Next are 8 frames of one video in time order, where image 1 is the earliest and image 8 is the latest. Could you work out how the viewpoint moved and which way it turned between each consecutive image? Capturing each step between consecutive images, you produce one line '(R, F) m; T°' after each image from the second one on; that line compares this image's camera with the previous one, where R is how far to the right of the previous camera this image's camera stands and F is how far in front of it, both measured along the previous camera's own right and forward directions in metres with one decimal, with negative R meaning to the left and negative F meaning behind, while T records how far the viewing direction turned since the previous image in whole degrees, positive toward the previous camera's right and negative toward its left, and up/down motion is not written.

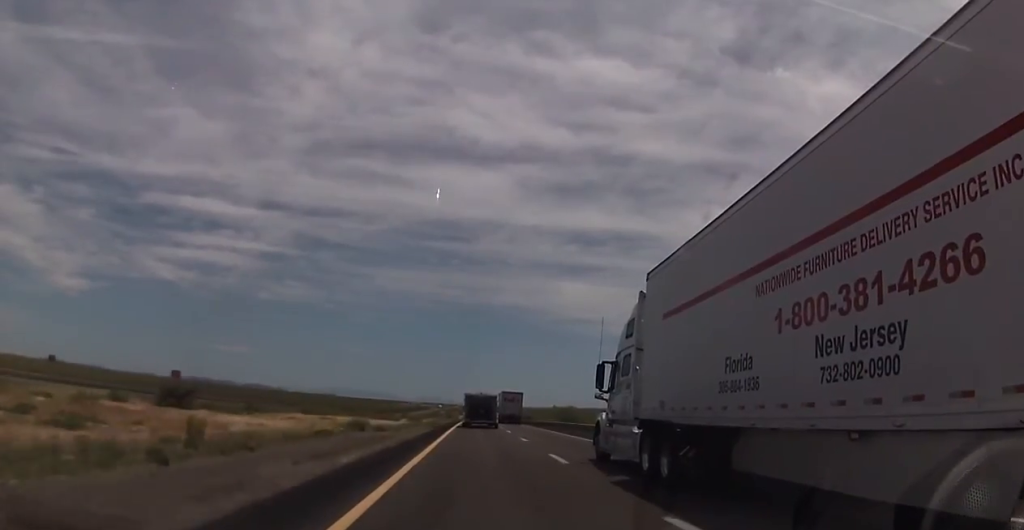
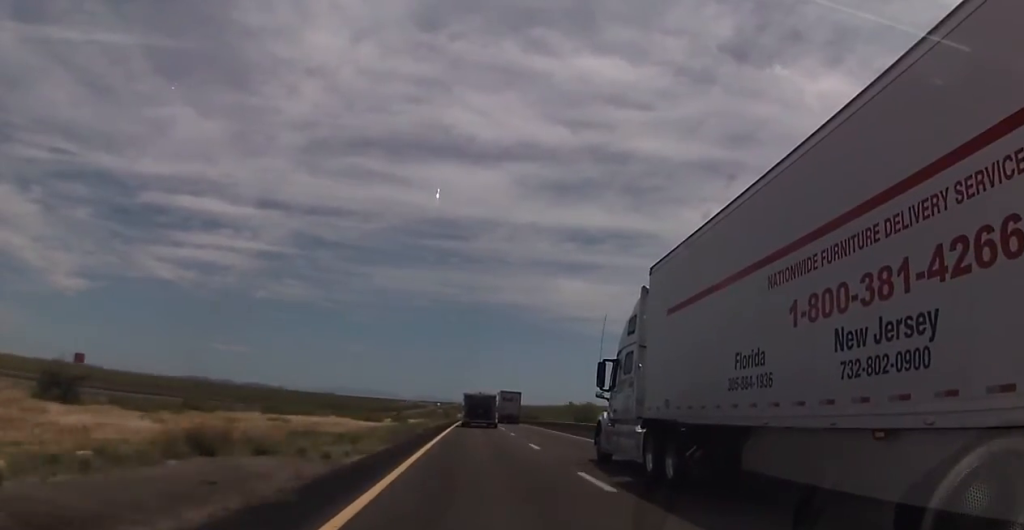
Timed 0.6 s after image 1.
(0.0, +18.4) m; 0°
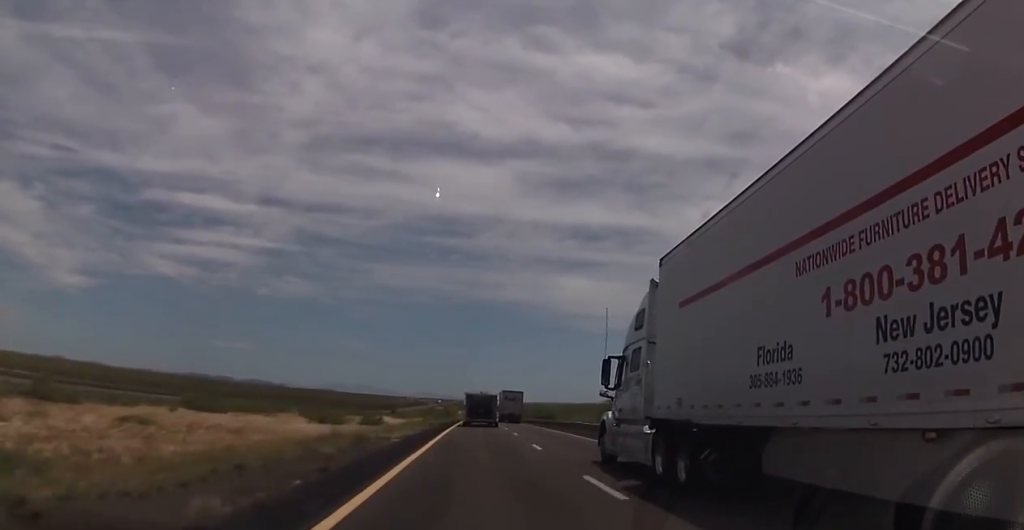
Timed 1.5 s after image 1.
(-0.3, +25.3) m; 0°
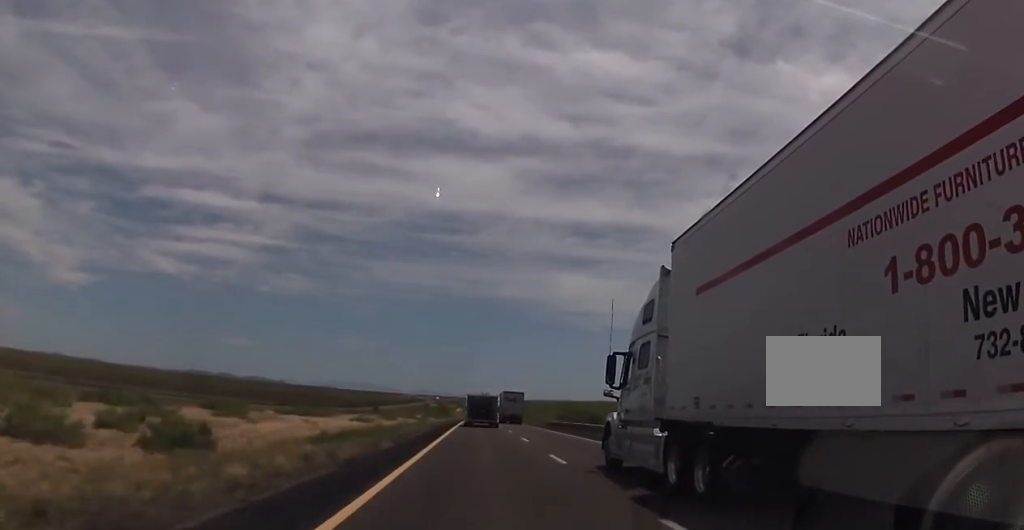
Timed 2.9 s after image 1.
(+0.6, +42.2) m; 0°
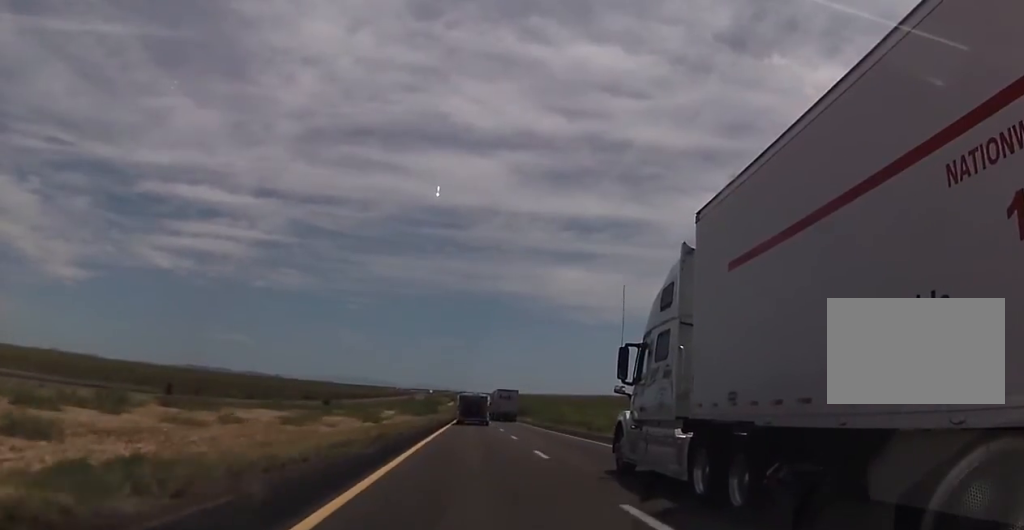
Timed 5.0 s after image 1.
(-0.5, +60.1) m; 0°
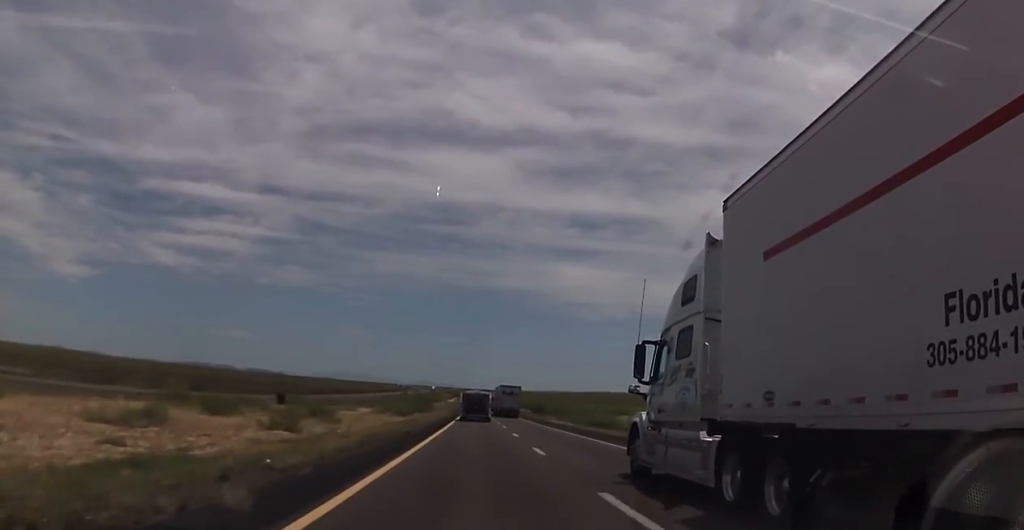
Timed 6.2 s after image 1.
(+0.3, +35.7) m; 0°
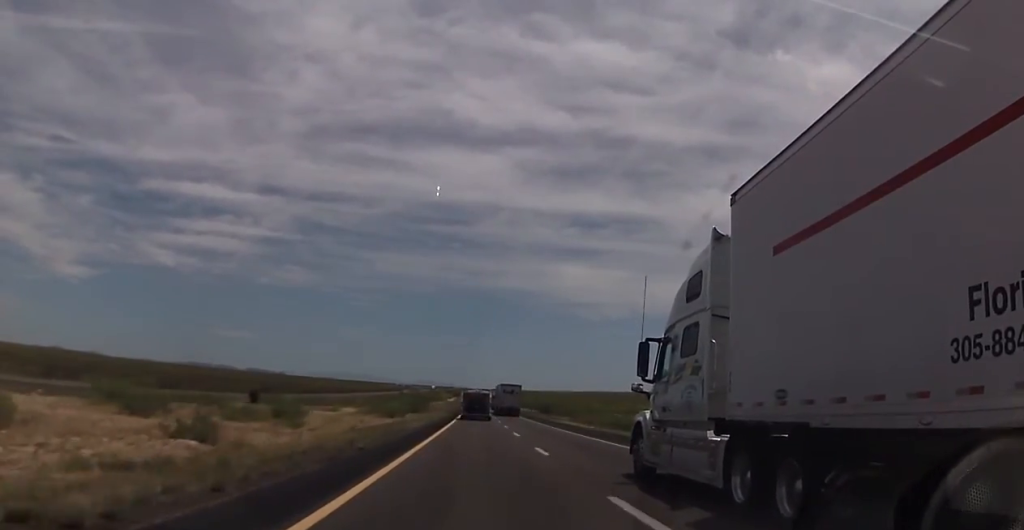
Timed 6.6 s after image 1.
(-0.1, +12.9) m; 0°
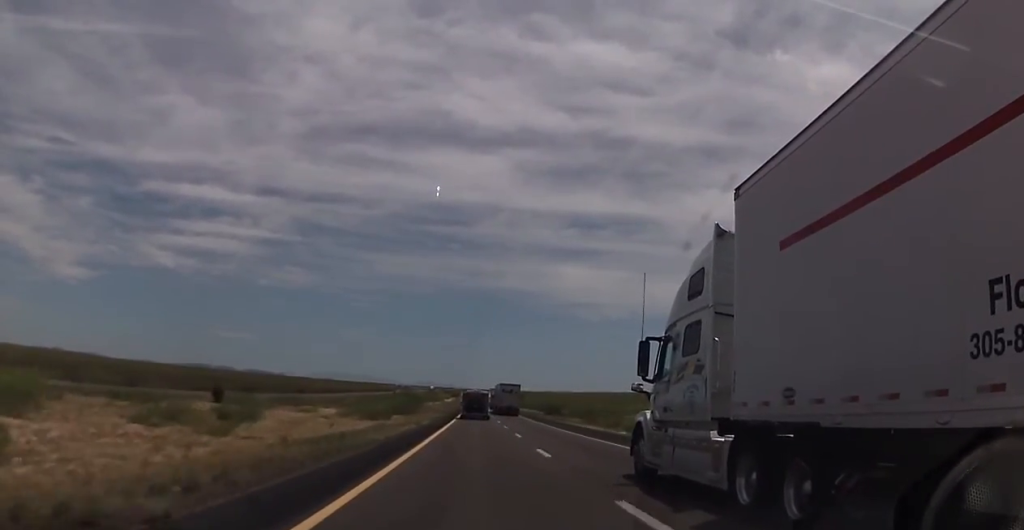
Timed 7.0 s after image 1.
(-0.2, +12.9) m; 0°
